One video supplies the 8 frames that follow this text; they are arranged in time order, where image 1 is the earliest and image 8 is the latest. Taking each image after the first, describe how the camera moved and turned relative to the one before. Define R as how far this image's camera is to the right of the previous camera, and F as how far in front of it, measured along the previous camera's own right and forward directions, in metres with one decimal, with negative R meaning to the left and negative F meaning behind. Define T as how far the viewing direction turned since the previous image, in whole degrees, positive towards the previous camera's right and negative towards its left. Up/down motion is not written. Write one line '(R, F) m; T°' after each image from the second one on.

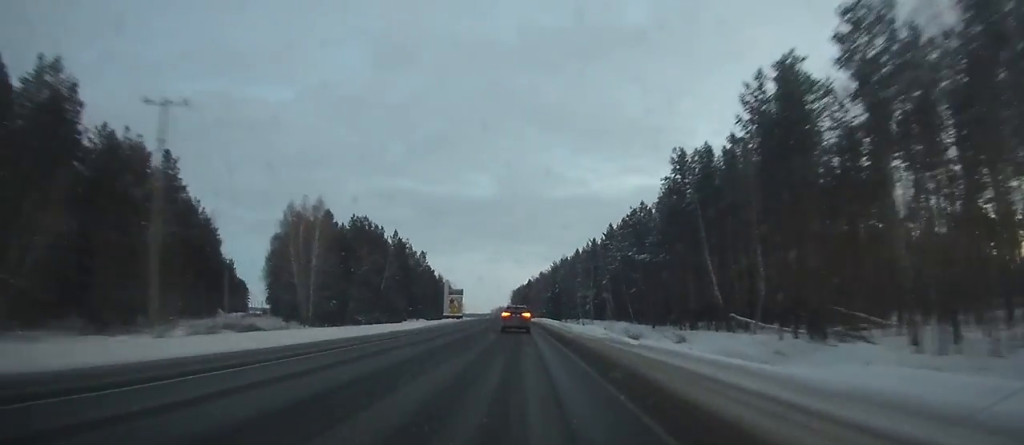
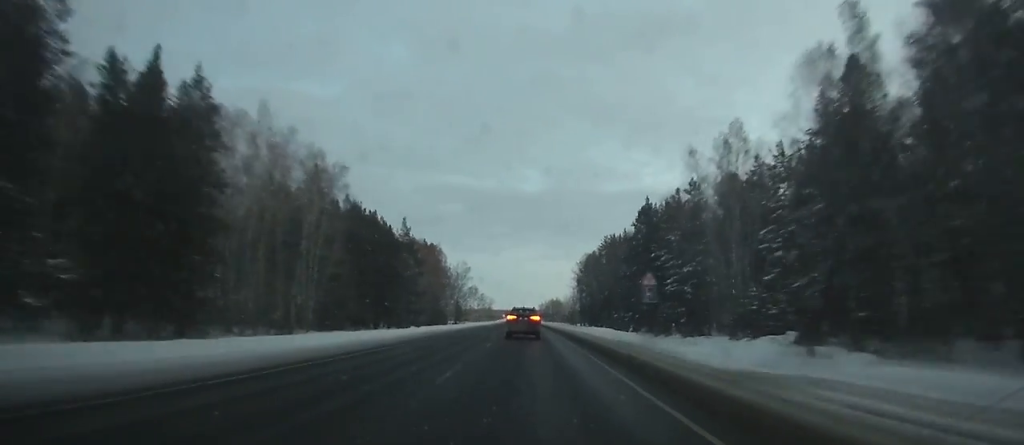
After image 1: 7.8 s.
(-10.0, +191.3) m; -5°
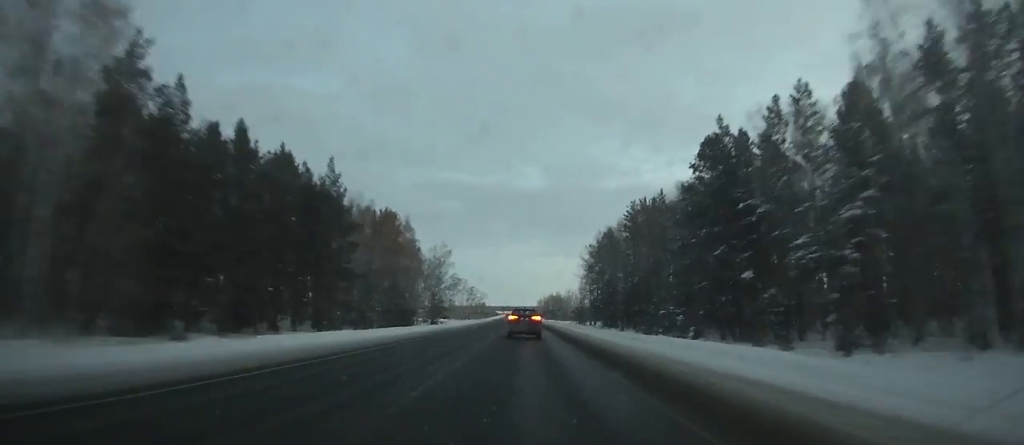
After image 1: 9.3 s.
(-0.1, +36.6) m; 0°
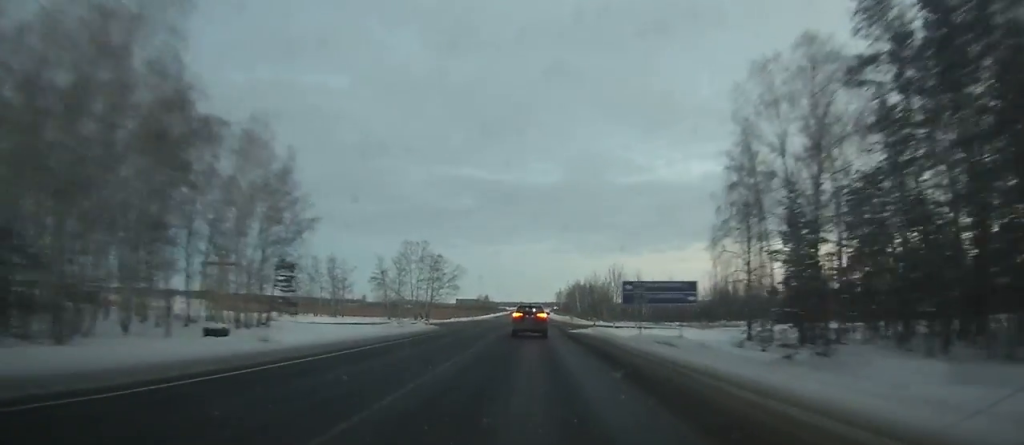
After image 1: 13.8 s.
(-0.4, +108.7) m; 0°
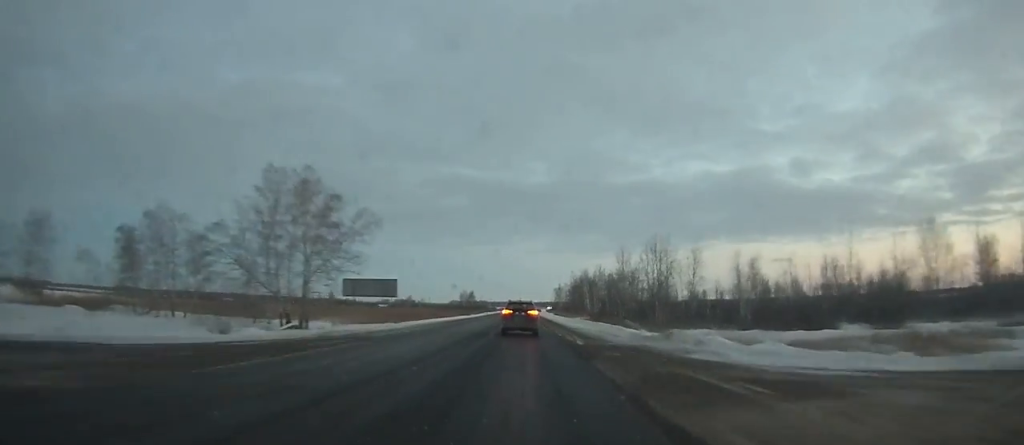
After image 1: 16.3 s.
(-0.1, +59.3) m; 0°
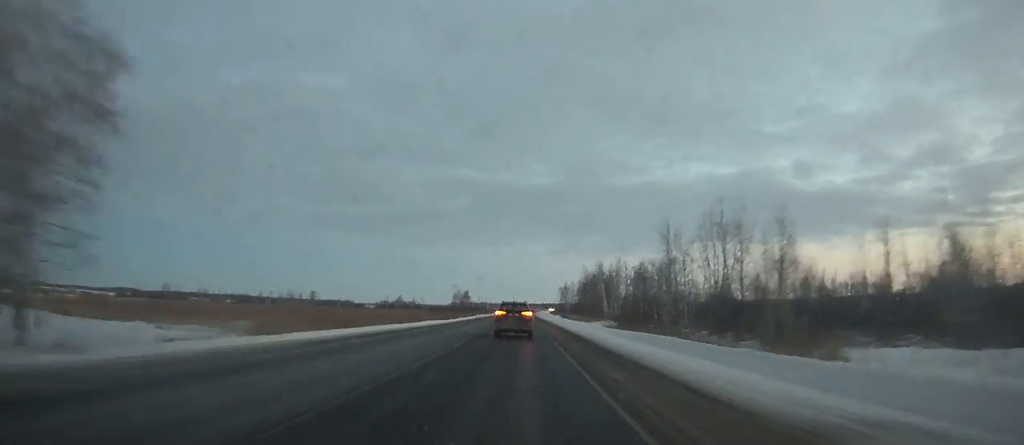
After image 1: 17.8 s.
(0.0, +35.3) m; 0°
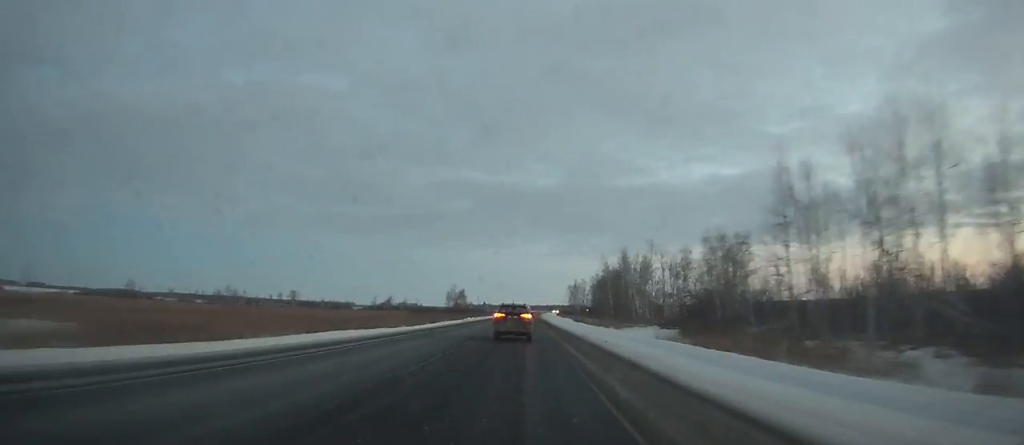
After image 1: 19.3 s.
(-0.1, +34.9) m; 0°
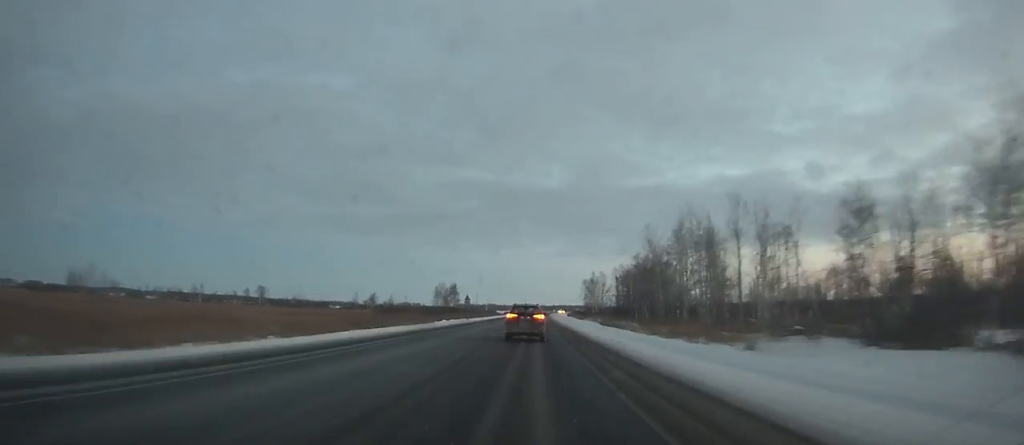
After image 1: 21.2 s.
(-0.1, +44.2) m; 0°
